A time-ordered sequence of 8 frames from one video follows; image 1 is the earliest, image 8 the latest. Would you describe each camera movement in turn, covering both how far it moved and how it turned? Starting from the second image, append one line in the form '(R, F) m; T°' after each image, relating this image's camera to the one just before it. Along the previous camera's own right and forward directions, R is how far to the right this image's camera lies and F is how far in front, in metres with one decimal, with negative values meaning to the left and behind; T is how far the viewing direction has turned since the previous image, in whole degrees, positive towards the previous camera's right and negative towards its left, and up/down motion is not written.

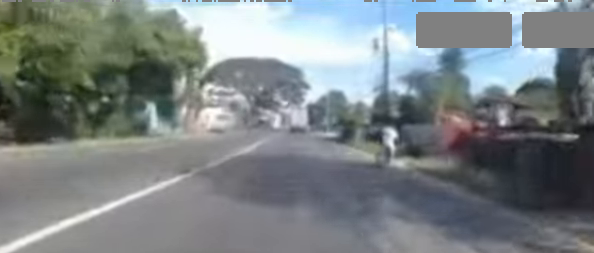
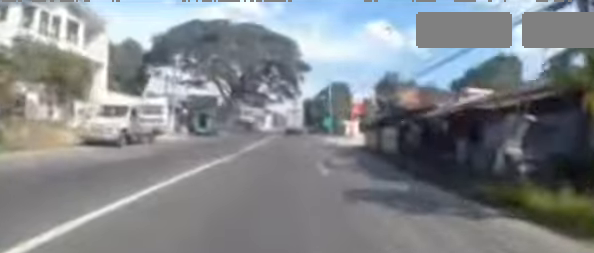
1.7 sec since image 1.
(+0.2, +19.1) m; -2°
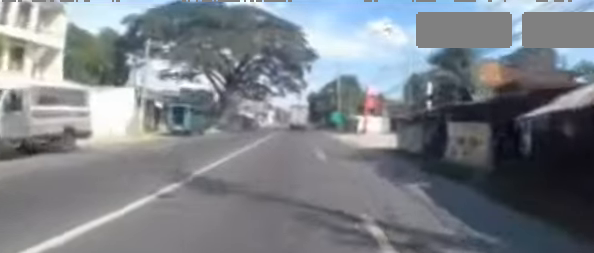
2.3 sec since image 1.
(-0.1, +7.0) m; 0°
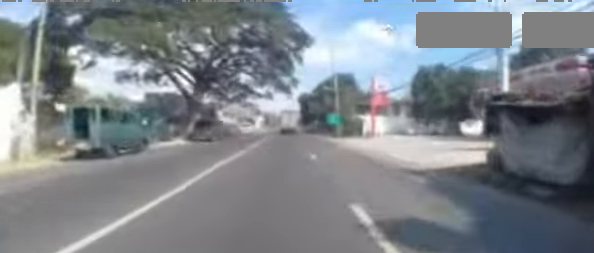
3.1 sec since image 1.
(-0.2, +8.8) m; +3°
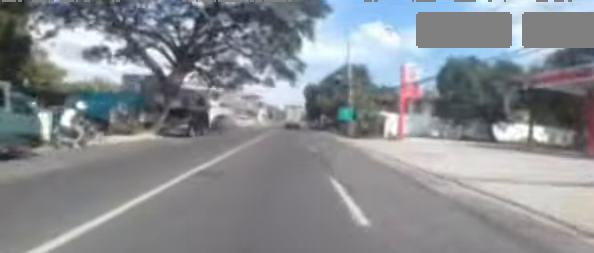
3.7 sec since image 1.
(+0.5, +6.9) m; 0°
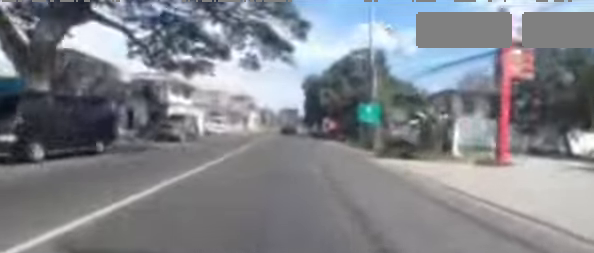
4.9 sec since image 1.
(-0.3, +12.6) m; -3°
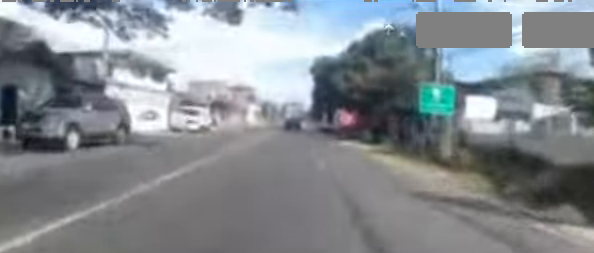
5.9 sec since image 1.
(-0.3, +11.3) m; -2°
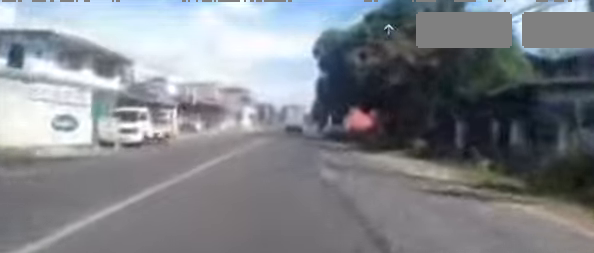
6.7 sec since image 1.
(0.0, +9.0) m; -1°
